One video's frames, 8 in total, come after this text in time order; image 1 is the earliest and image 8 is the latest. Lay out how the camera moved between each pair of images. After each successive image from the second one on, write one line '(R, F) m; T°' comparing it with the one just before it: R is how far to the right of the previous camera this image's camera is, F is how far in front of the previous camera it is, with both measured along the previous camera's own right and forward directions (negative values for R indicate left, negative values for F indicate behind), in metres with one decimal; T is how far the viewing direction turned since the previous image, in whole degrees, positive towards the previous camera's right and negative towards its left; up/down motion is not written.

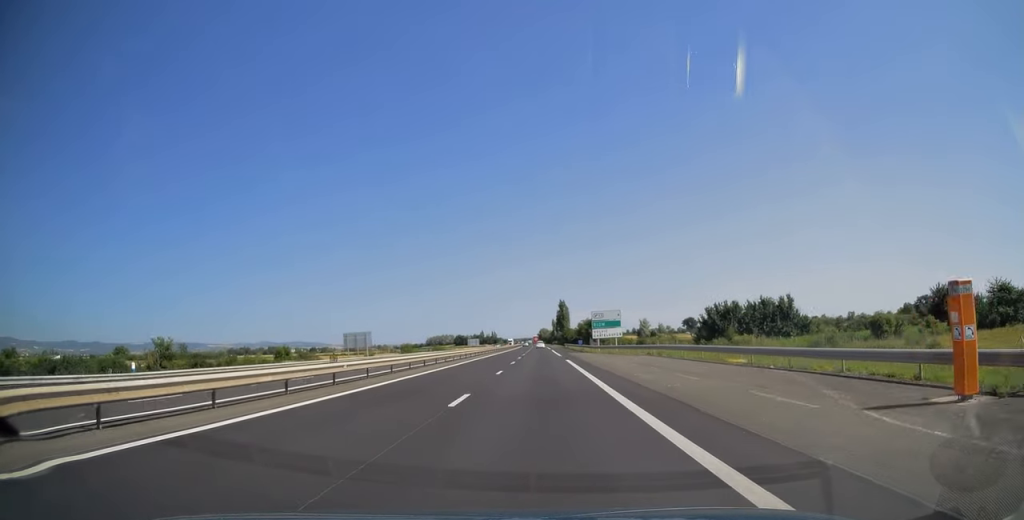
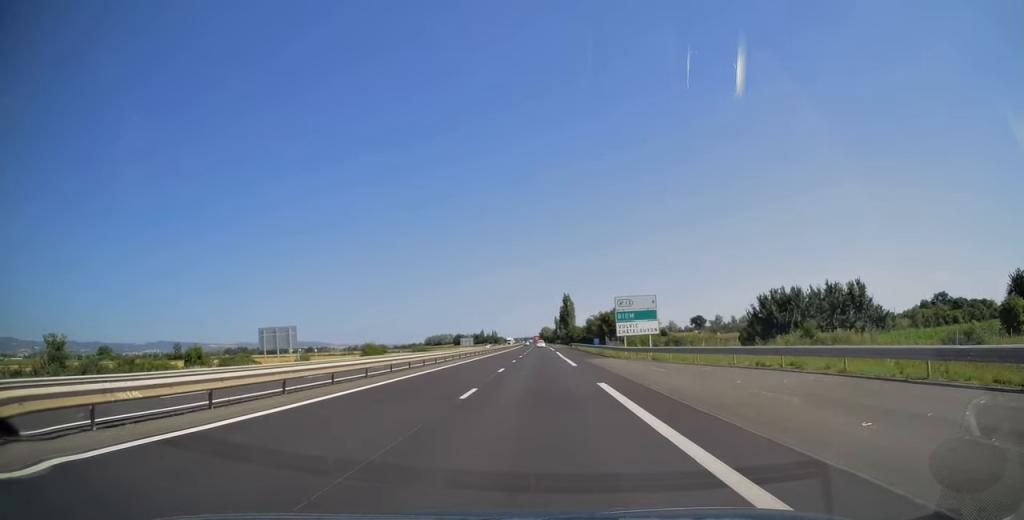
(0.0, +24.2) m; 0°
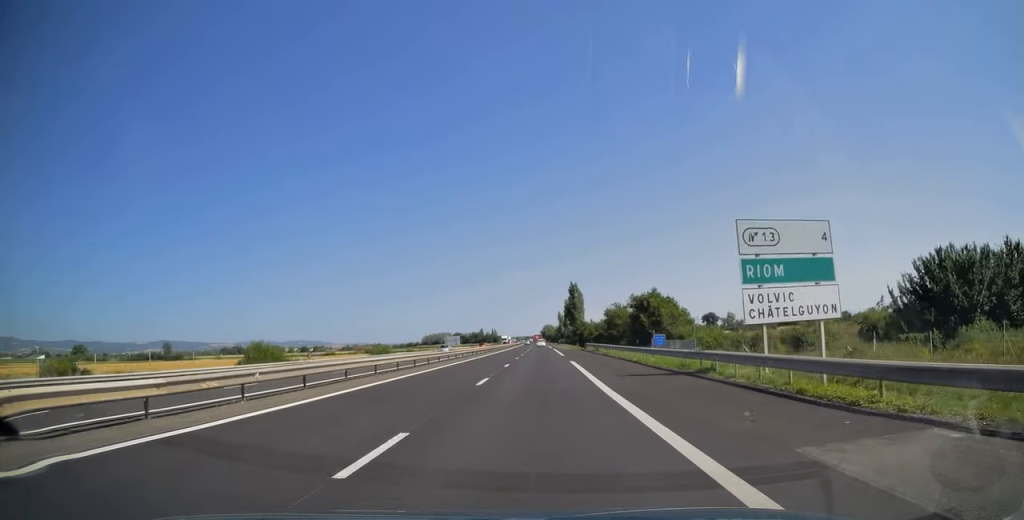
(0.0, +34.4) m; 0°
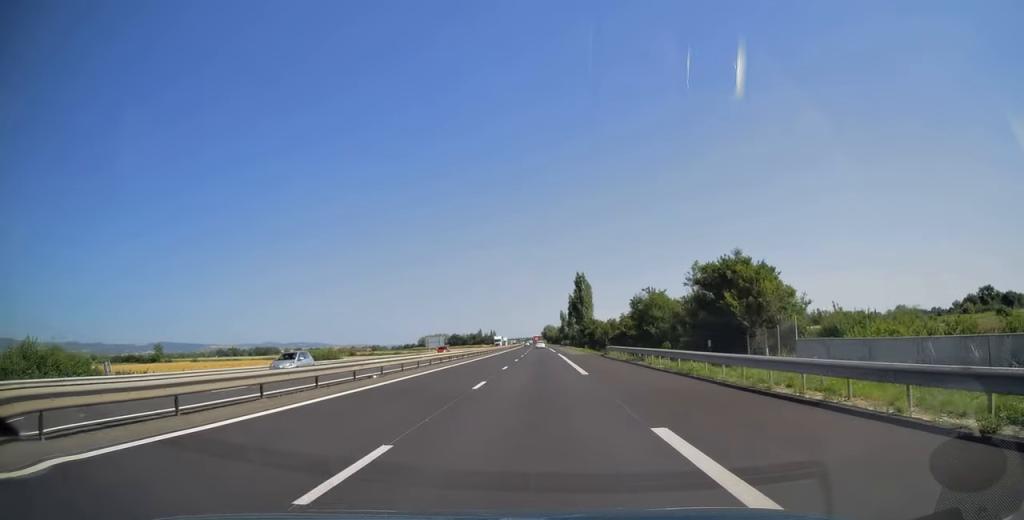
(-0.1, +26.9) m; 0°
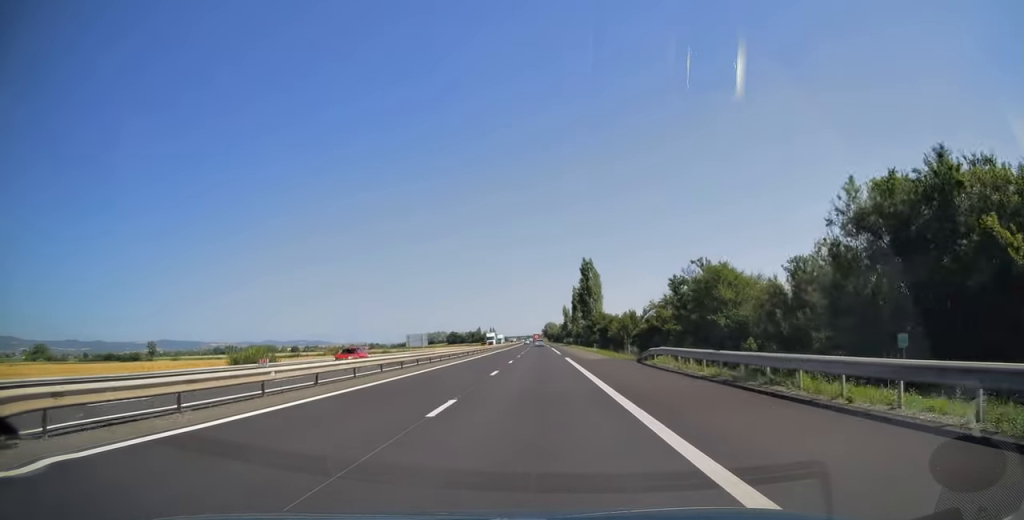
(0.0, +20.0) m; 0°
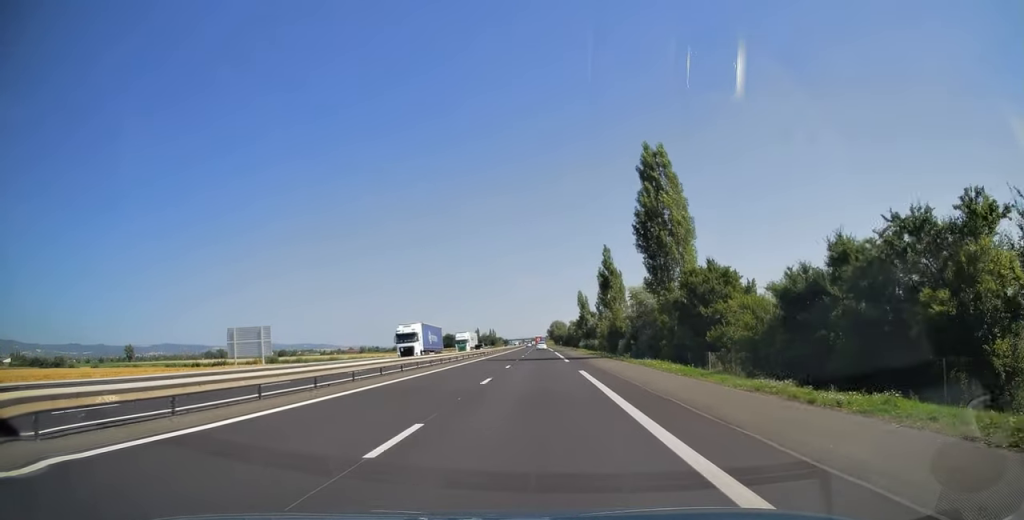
(-0.3, +68.6) m; 0°
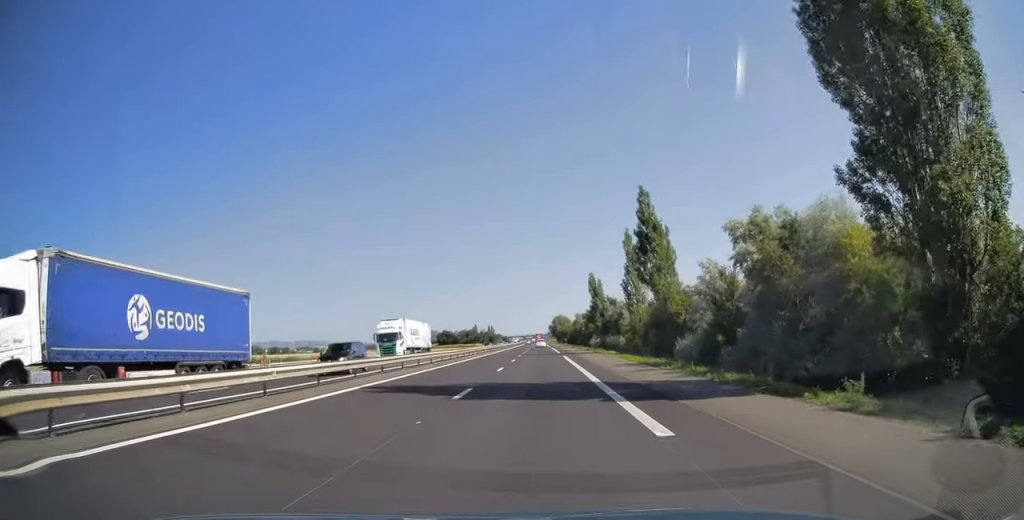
(0.0, +31.8) m; 0°
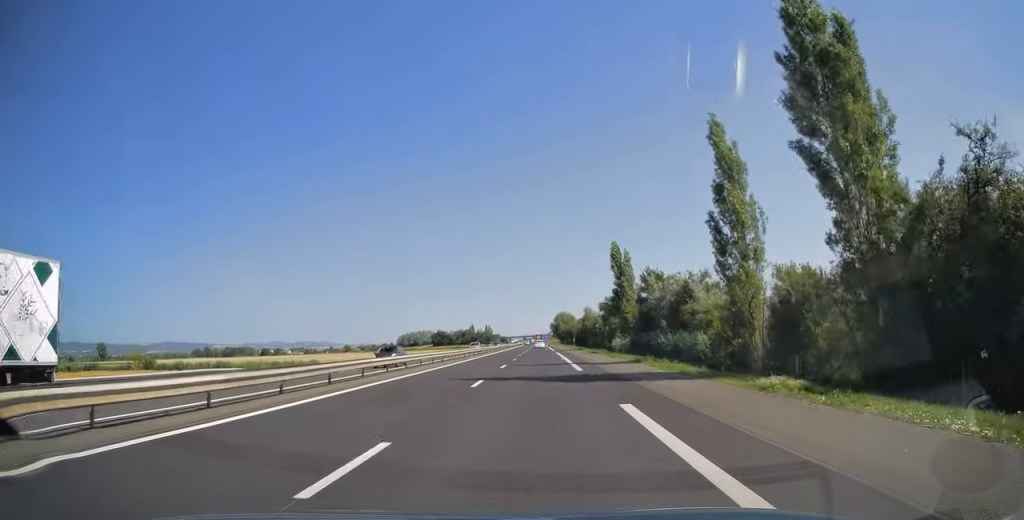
(-0.1, +35.1) m; 0°
